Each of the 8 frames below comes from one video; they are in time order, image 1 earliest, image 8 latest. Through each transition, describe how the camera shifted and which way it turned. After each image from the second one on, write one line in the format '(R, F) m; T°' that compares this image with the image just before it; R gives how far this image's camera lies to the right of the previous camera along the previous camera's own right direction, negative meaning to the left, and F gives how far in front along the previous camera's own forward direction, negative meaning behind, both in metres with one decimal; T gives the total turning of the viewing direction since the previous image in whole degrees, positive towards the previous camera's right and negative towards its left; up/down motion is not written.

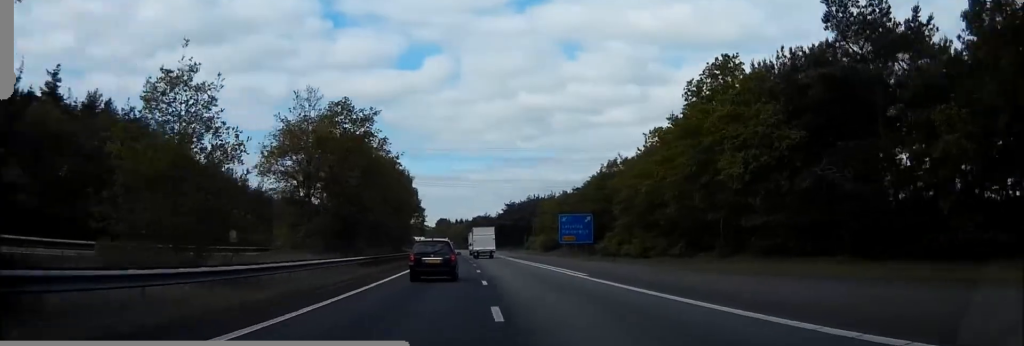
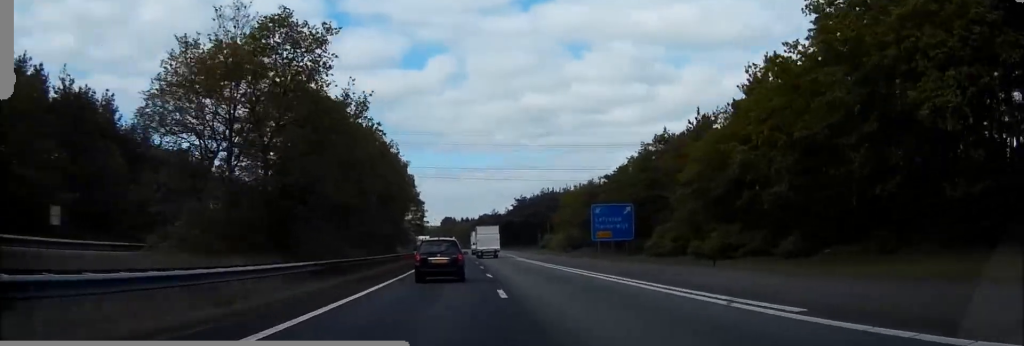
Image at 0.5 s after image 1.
(0.0, +18.7) m; 0°
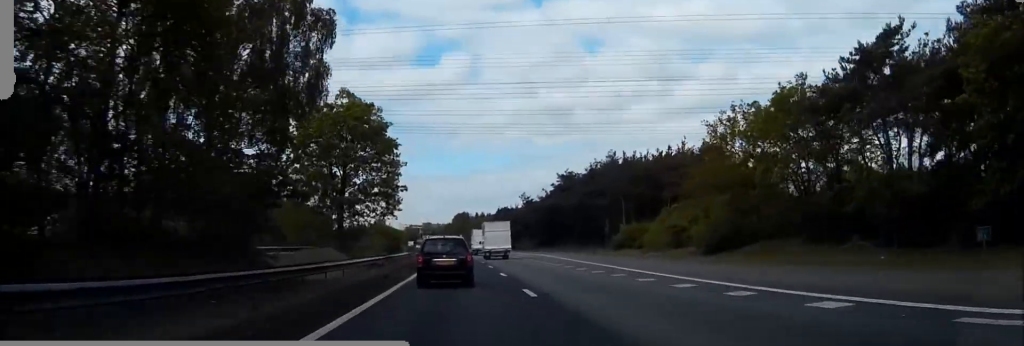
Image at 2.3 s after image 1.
(-0.2, +60.7) m; 0°
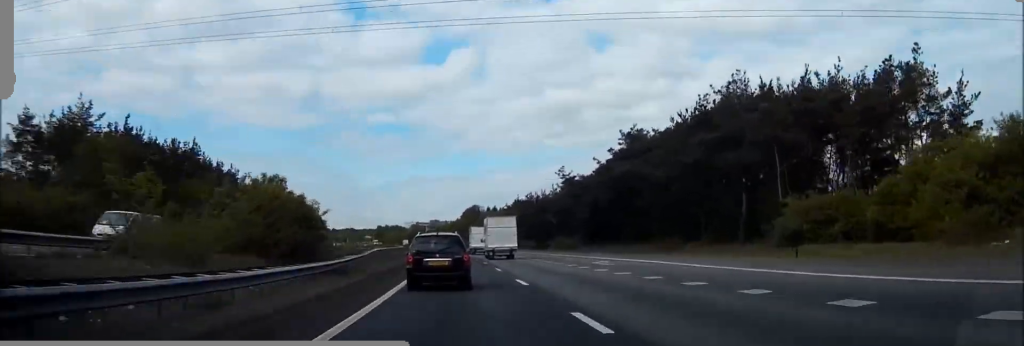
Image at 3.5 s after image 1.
(-0.3, +43.9) m; -1°
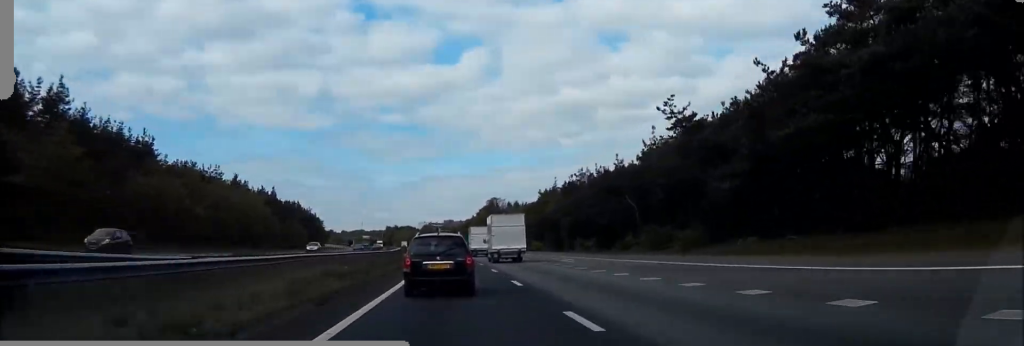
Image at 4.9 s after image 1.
(-0.5, +47.5) m; -1°
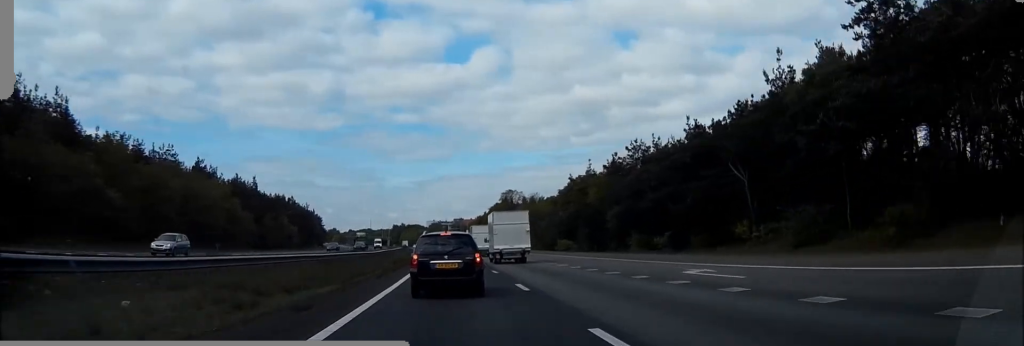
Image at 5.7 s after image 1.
(-0.2, +26.7) m; -1°
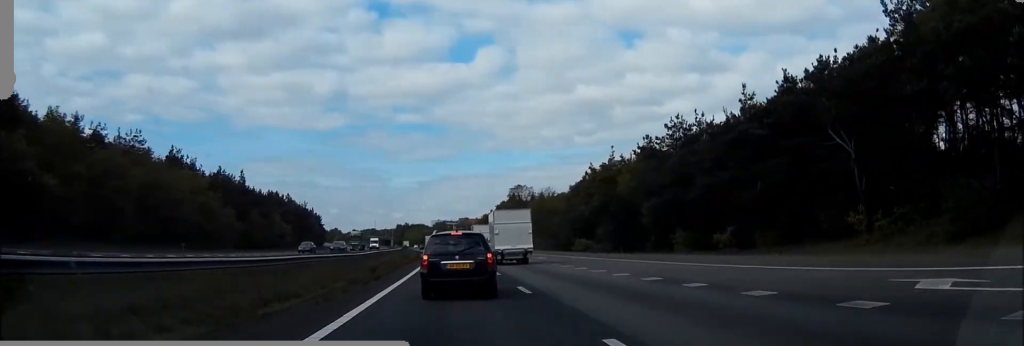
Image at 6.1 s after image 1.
(0.0, +13.3) m; 0°
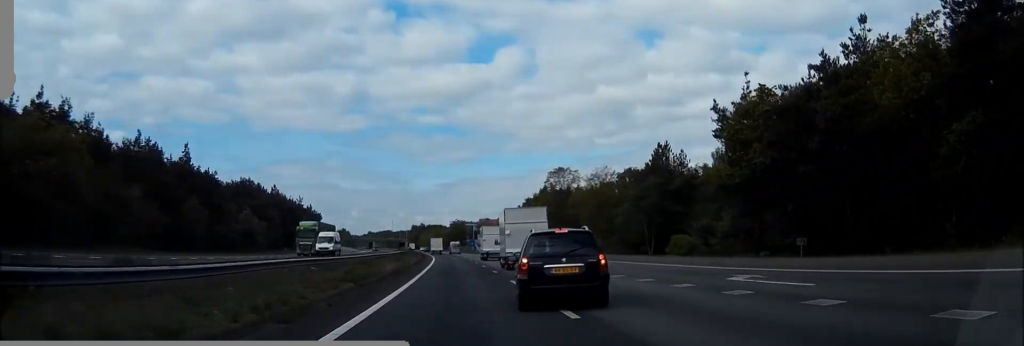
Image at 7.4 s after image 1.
(-0.4, +41.8) m; -1°
